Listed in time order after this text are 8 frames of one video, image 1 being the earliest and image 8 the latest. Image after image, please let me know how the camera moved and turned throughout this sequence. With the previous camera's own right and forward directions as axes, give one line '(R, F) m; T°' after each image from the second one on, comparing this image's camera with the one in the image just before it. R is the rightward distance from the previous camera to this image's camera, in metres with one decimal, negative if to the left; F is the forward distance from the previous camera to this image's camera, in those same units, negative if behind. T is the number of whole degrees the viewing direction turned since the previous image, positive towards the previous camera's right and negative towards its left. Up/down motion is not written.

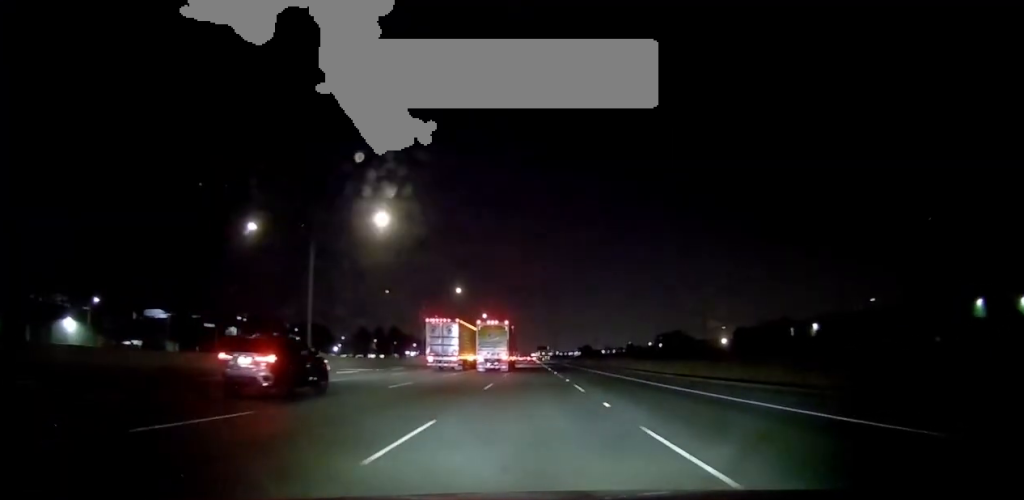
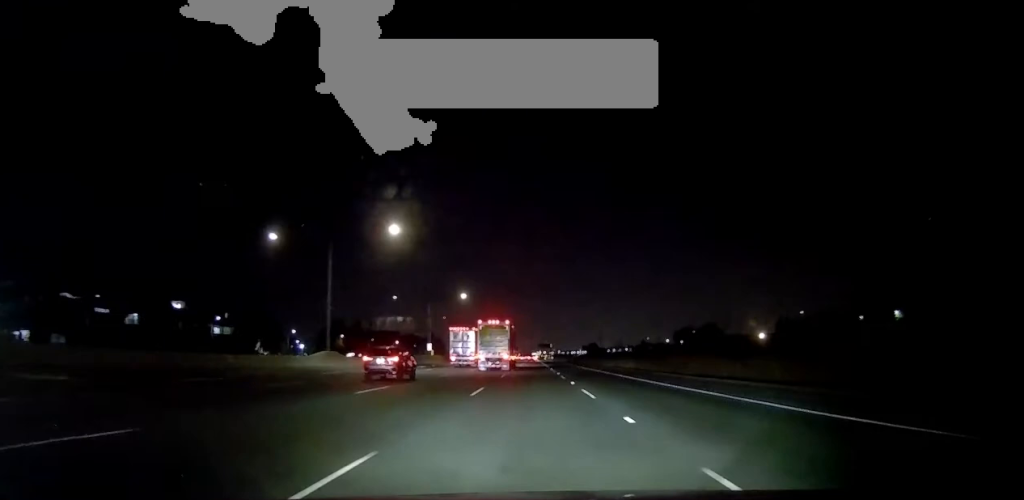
(0.0, +47.7) m; +1°
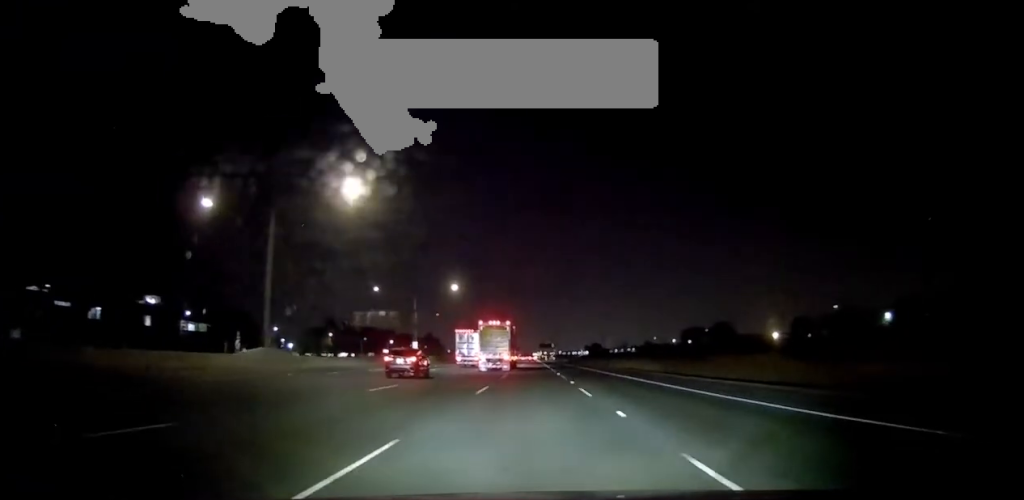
(+0.2, +13.5) m; 0°
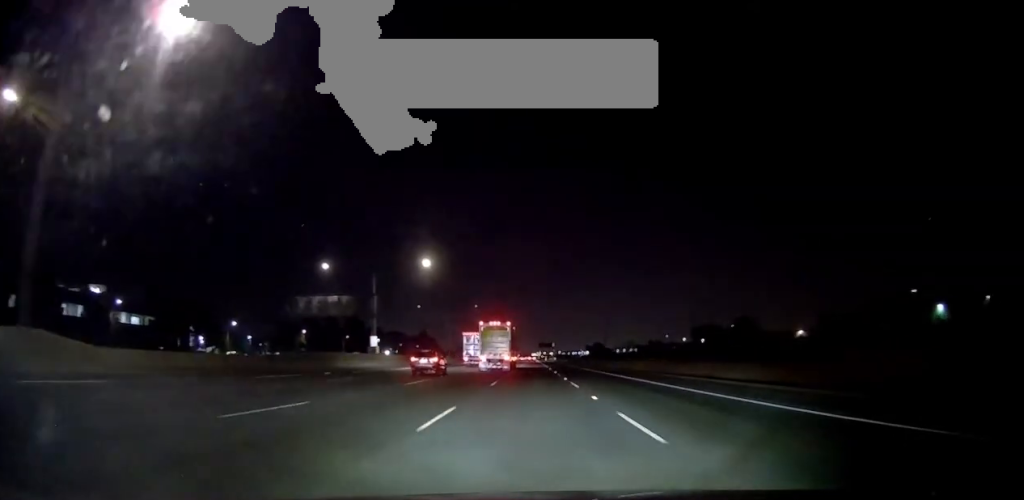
(+0.2, +23.8) m; -1°
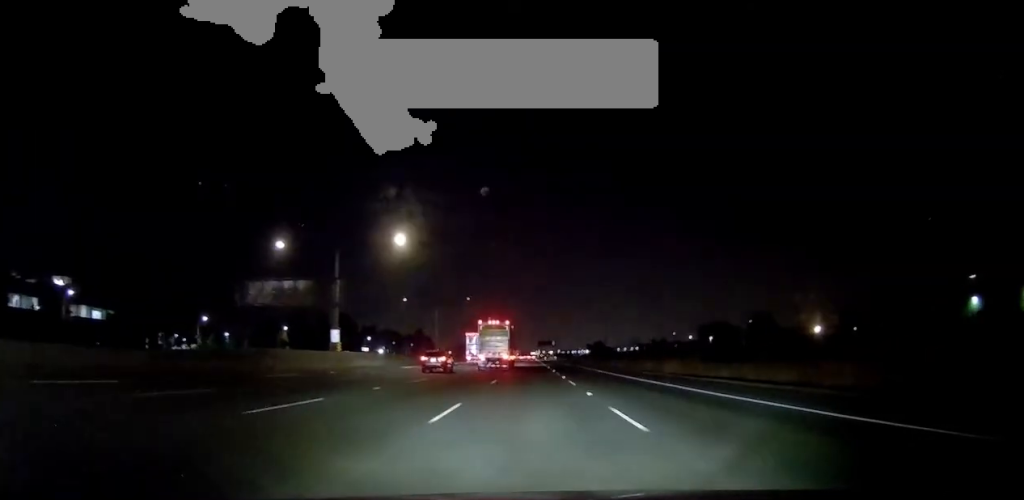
(-0.3, +13.5) m; -1°
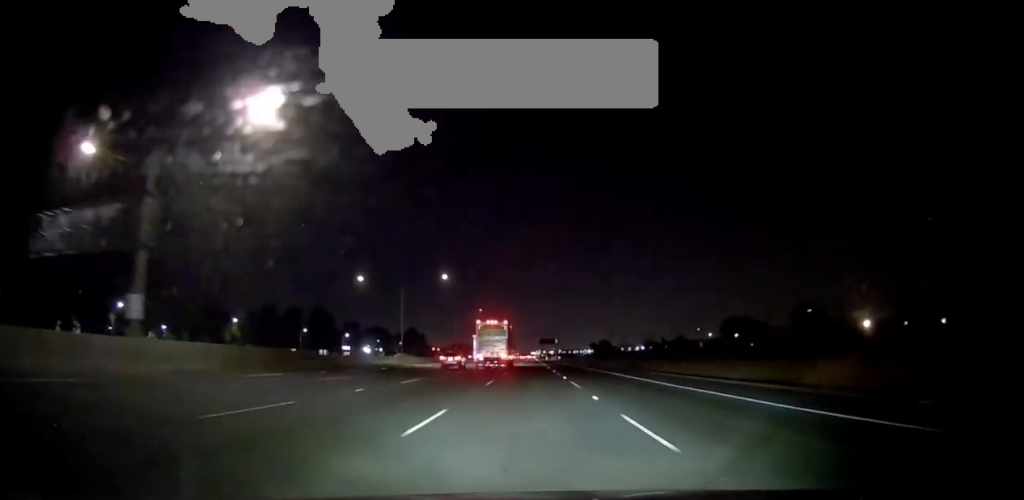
(-0.1, +31.1) m; 0°
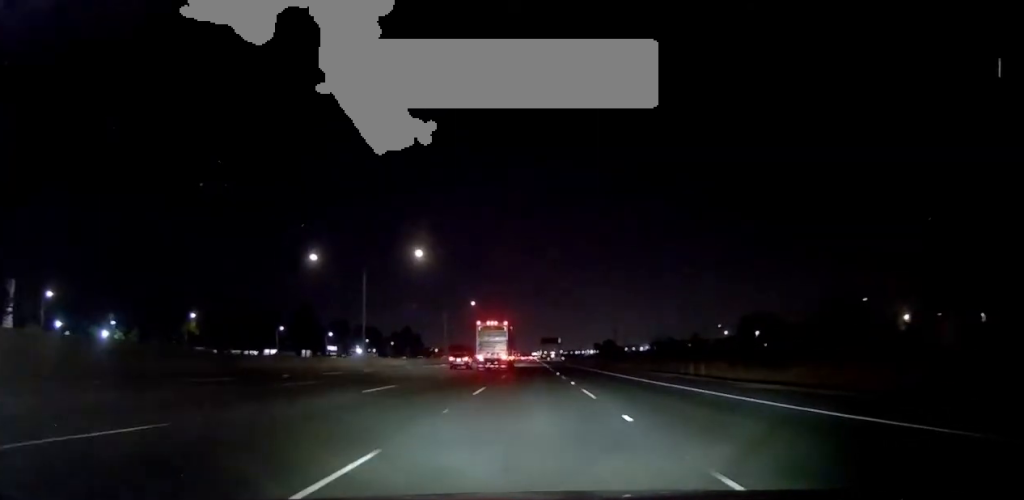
(0.0, +20.0) m; 0°
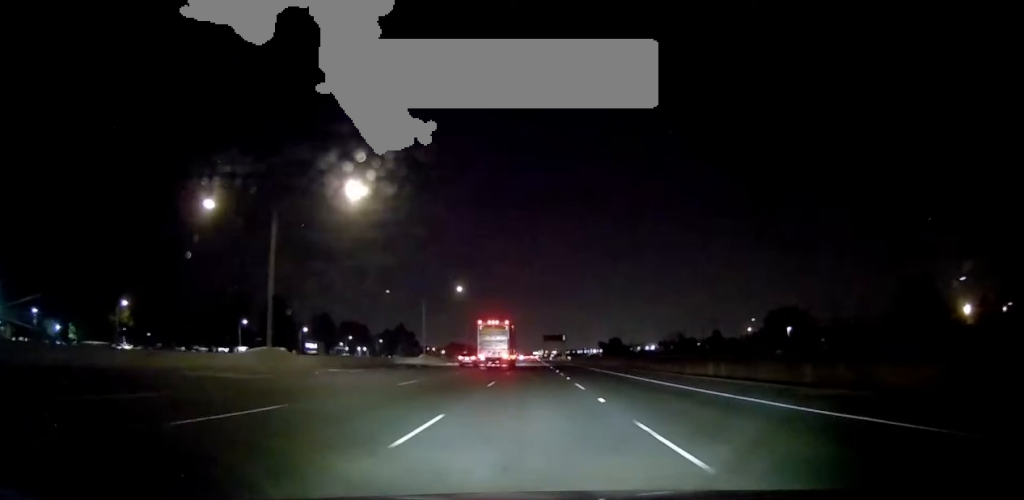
(+0.1, +25.7) m; +1°
